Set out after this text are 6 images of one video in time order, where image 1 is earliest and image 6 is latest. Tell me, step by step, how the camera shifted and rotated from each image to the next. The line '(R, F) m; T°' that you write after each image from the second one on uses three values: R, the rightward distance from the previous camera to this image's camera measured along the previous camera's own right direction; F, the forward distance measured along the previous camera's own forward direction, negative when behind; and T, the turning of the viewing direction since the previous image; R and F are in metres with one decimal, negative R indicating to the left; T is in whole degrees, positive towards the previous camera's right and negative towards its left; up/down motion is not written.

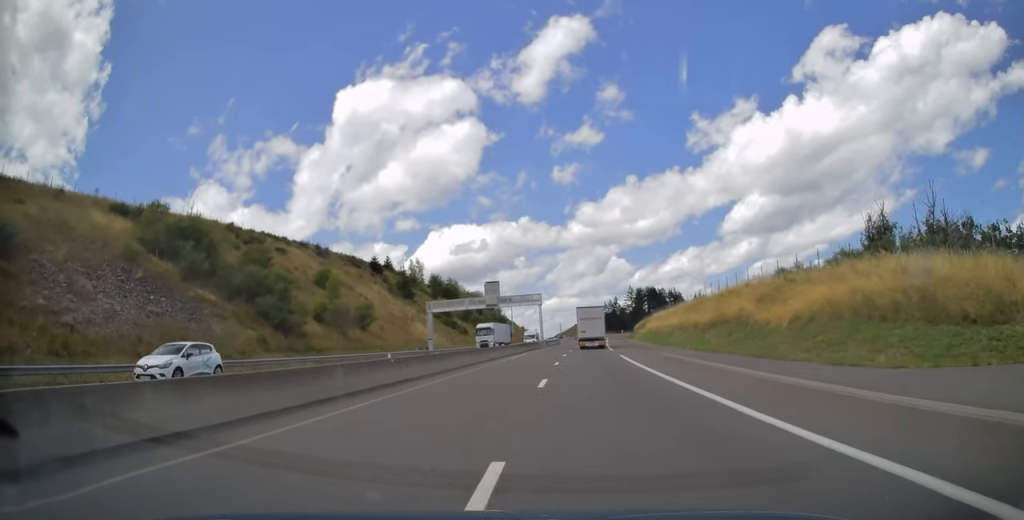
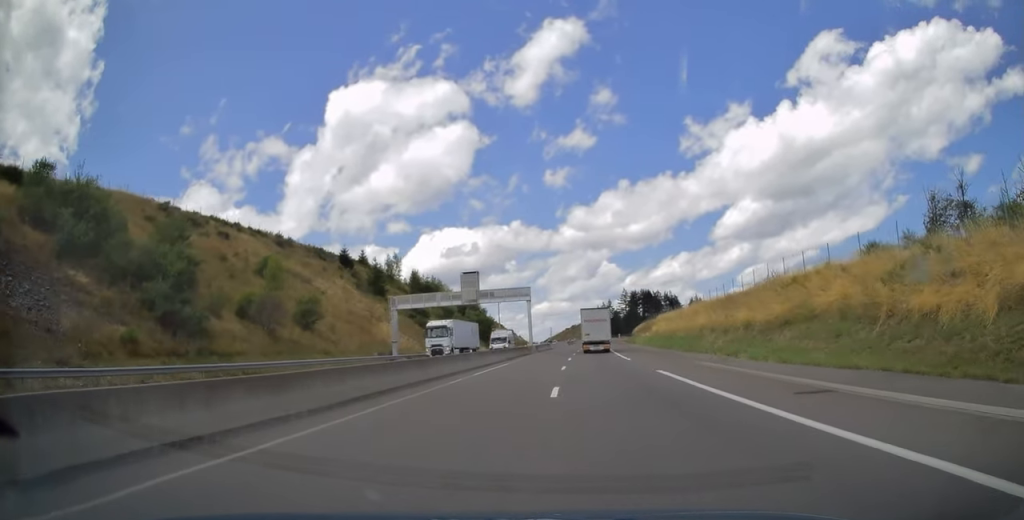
(+0.3, +15.3) m; +1°
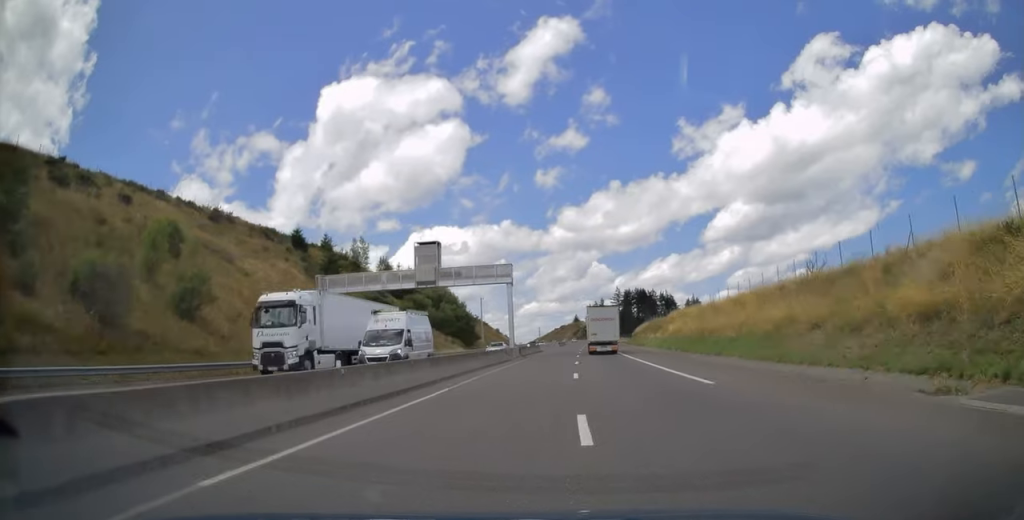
(+0.2, +19.4) m; +1°
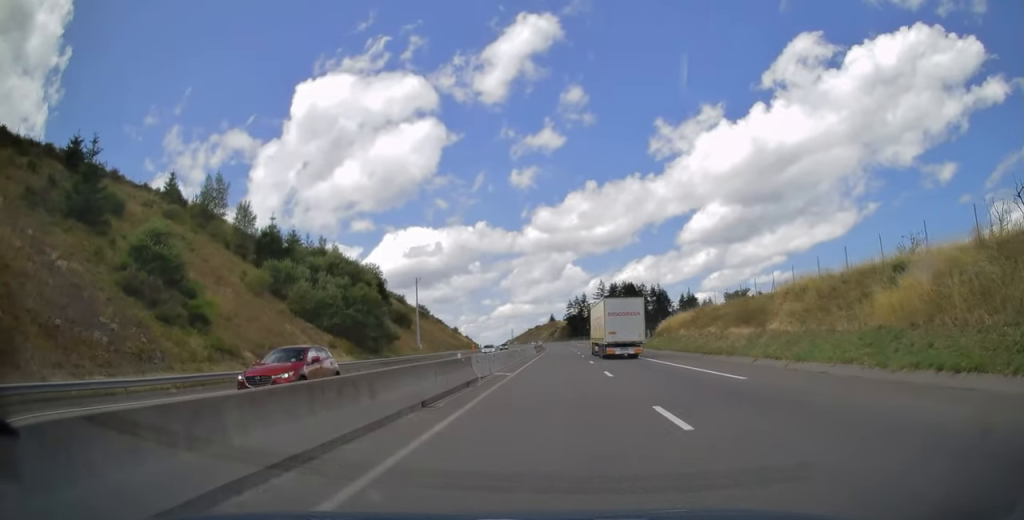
(+1.1, +51.0) m; +2°
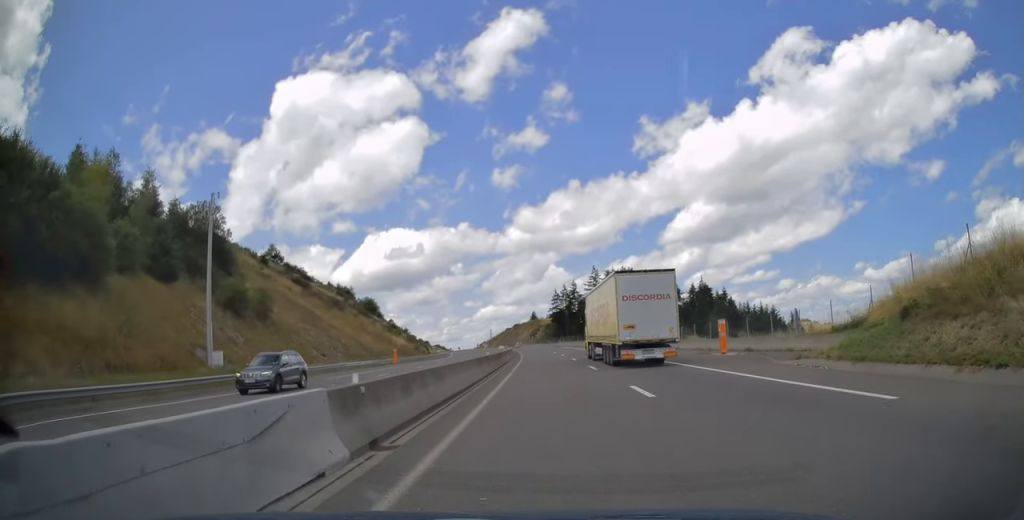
(+1.8, +60.2) m; +3°
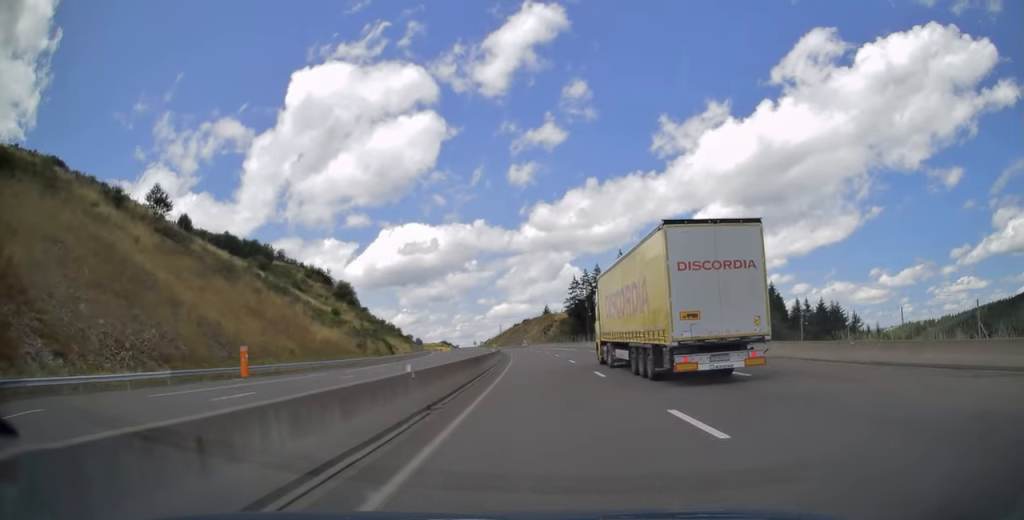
(0.0, +45.0) m; -1°
